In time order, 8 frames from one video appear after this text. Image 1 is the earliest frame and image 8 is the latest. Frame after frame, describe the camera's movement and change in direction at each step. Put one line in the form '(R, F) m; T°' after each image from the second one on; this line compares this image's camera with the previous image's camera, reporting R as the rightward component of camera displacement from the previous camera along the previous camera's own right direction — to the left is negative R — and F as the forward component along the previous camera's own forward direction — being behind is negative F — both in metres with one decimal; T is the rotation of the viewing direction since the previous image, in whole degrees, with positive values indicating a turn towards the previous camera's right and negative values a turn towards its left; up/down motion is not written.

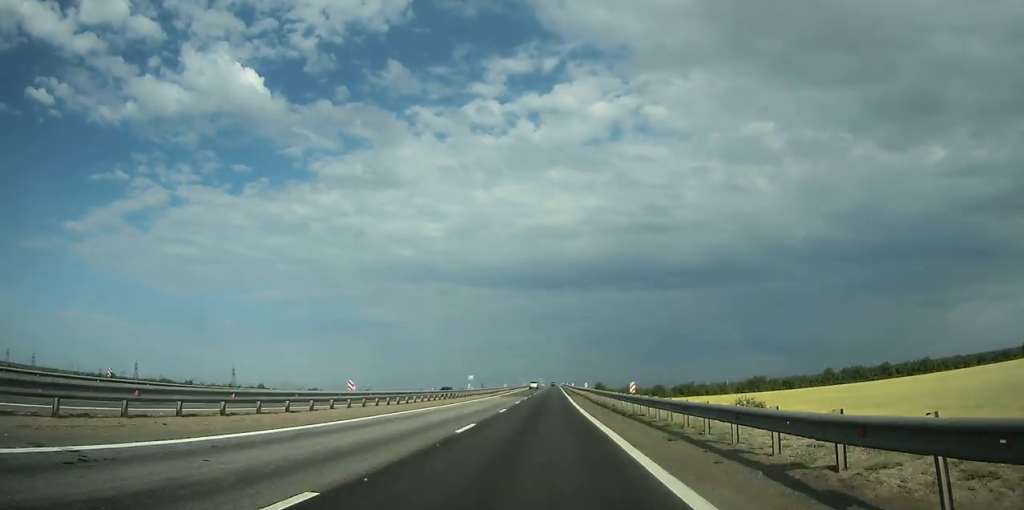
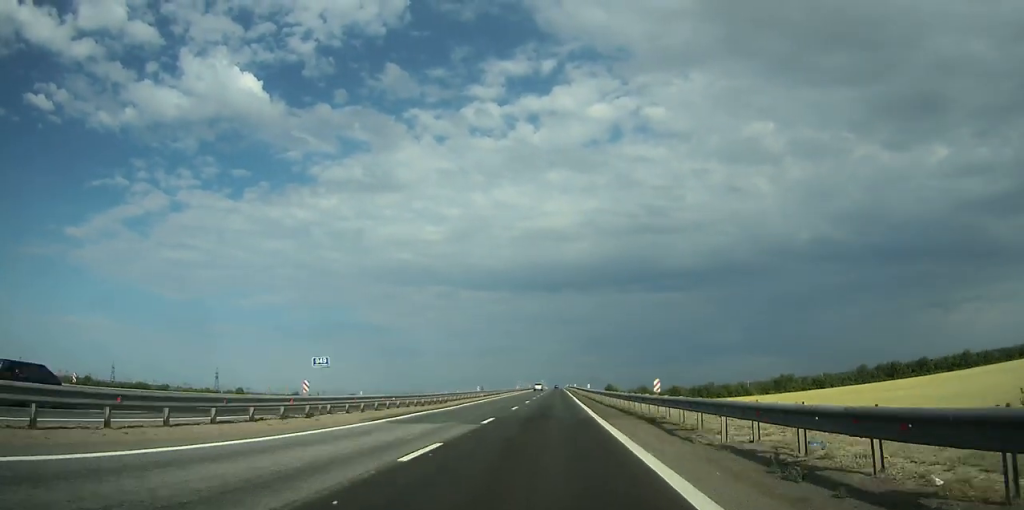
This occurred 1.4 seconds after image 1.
(0.0, +40.5) m; 0°
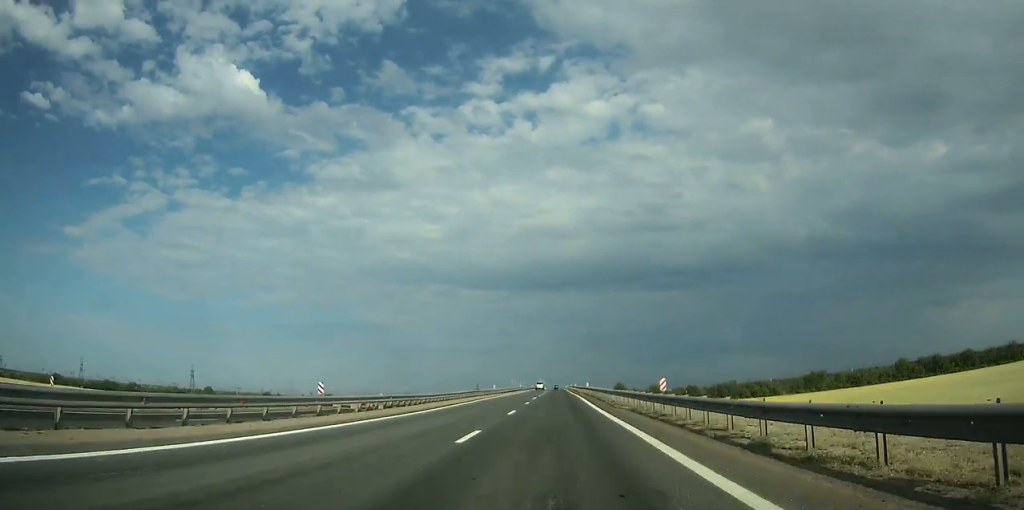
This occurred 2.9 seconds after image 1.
(0.0, +42.9) m; 0°
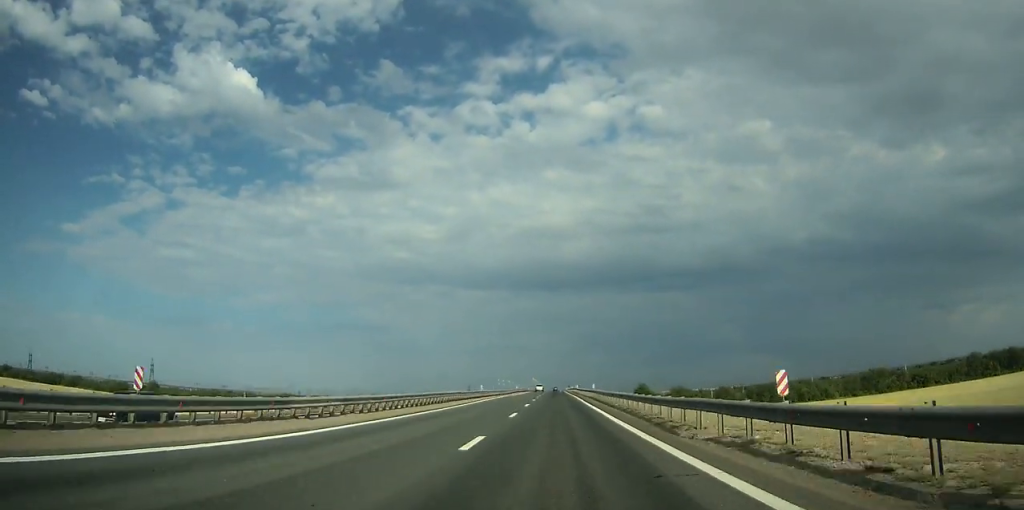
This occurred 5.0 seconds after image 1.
(+0.1, +59.0) m; 0°
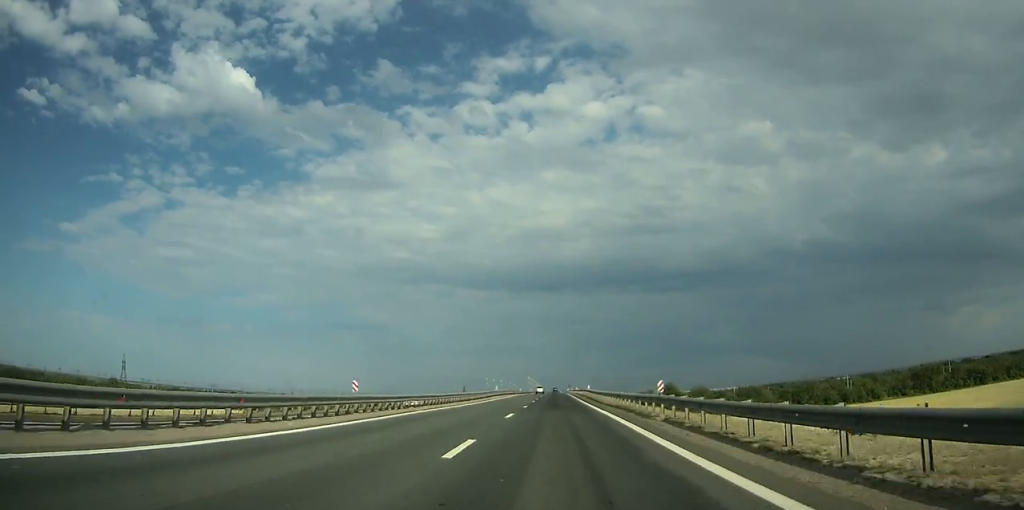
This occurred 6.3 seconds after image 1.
(0.0, +36.5) m; 0°
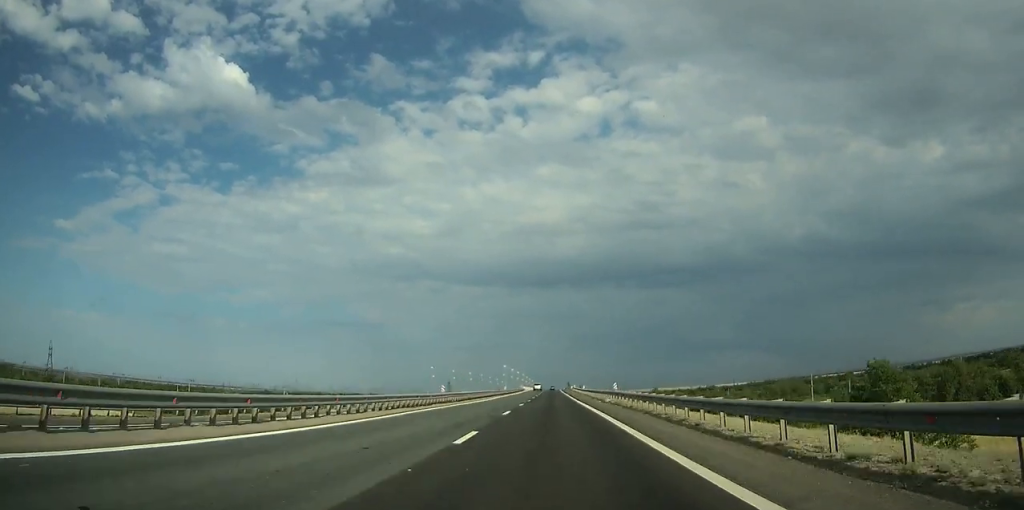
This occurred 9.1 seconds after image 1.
(+0.1, +79.4) m; 0°
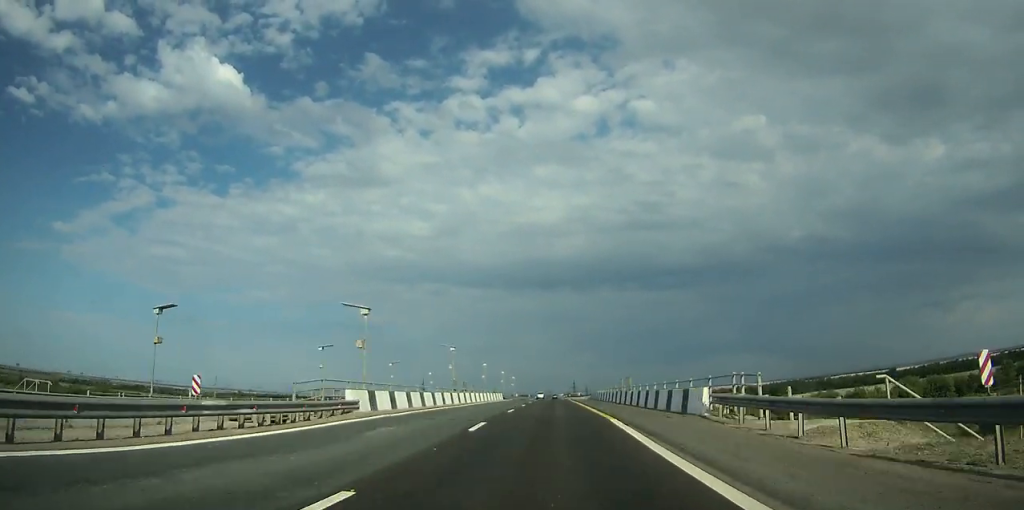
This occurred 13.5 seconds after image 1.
(-0.4, +129.6) m; 0°
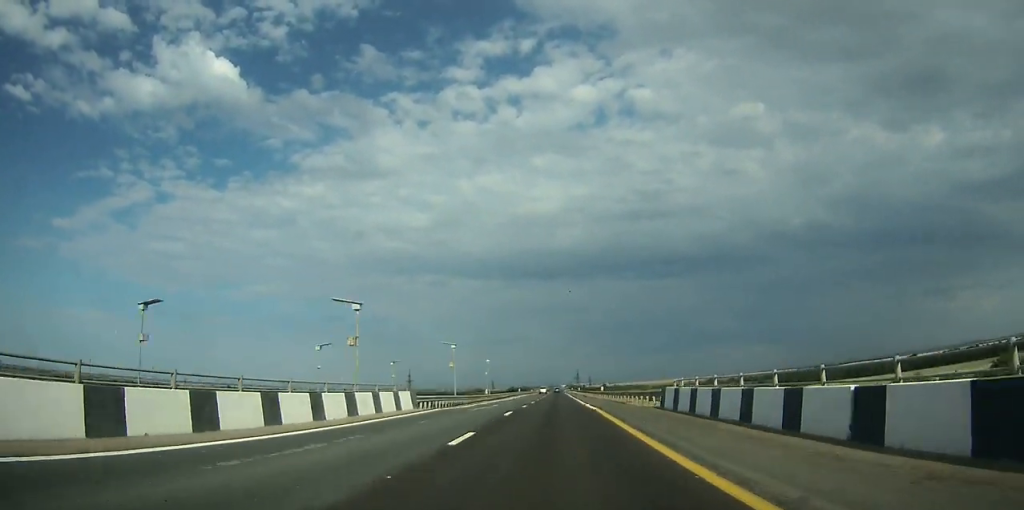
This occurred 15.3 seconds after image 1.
(0.0, +52.1) m; 0°
